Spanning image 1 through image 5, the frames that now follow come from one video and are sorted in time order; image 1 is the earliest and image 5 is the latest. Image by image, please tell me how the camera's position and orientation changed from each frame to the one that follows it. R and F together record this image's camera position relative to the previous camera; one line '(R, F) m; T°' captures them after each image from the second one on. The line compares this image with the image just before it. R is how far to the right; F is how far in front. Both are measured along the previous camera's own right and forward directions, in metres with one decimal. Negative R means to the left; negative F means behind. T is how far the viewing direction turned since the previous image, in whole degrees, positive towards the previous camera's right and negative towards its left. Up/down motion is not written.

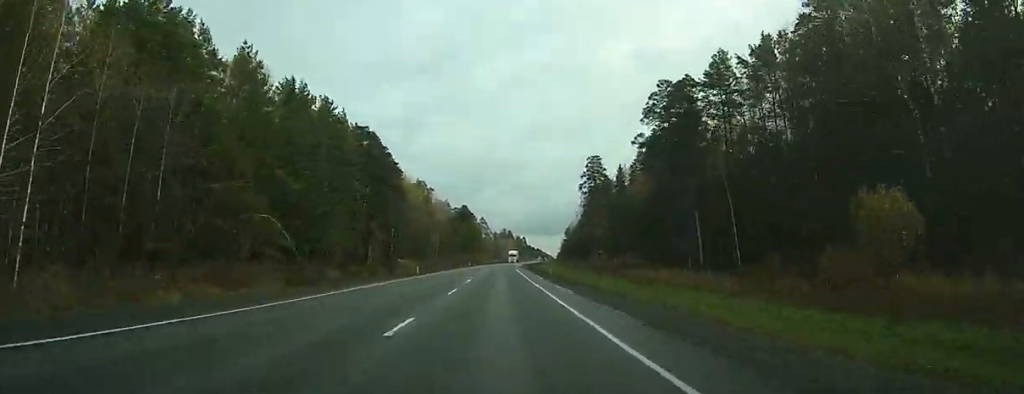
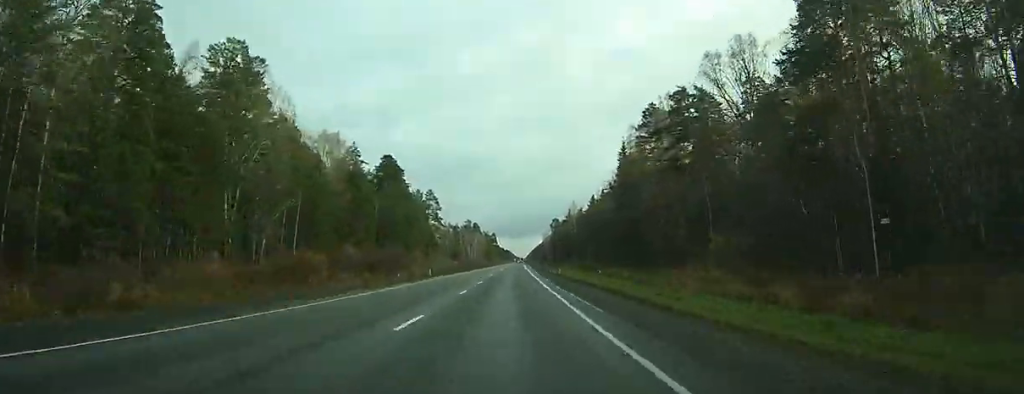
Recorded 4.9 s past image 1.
(-3.5, +121.6) m; -4°
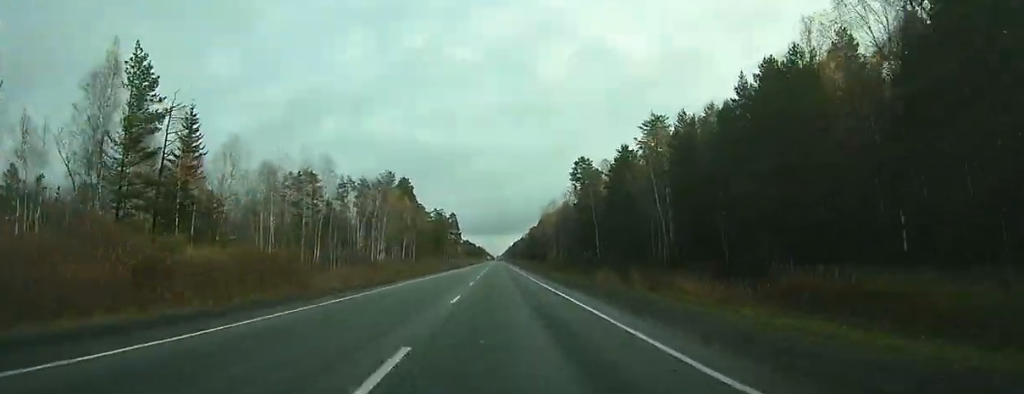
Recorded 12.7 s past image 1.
(+41.3, +195.2) m; +11°
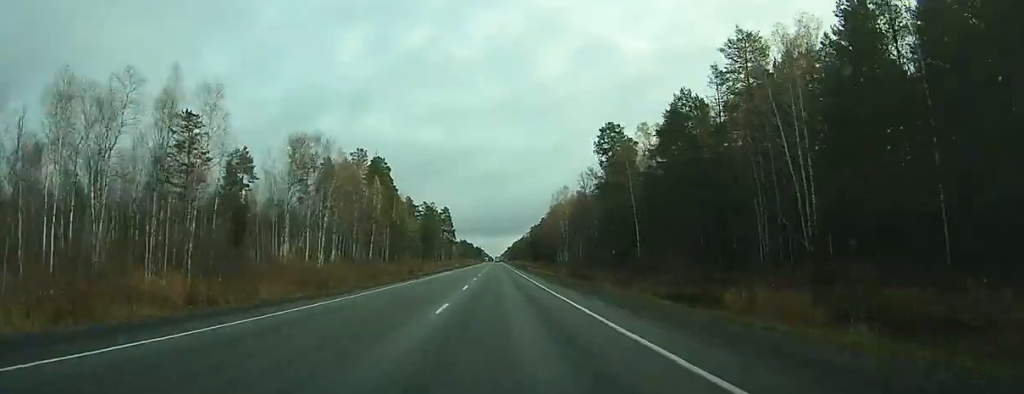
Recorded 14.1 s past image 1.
(-0.6, +38.7) m; +2°
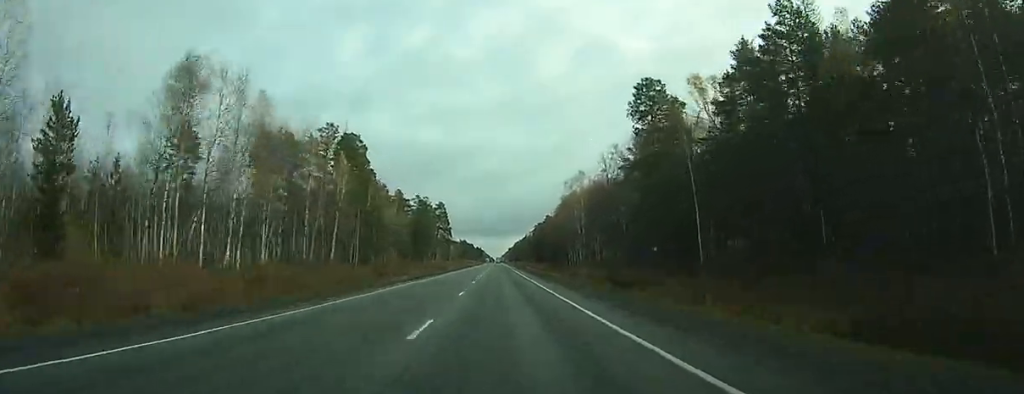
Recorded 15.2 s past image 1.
(+1.6, +26.5) m; -1°
